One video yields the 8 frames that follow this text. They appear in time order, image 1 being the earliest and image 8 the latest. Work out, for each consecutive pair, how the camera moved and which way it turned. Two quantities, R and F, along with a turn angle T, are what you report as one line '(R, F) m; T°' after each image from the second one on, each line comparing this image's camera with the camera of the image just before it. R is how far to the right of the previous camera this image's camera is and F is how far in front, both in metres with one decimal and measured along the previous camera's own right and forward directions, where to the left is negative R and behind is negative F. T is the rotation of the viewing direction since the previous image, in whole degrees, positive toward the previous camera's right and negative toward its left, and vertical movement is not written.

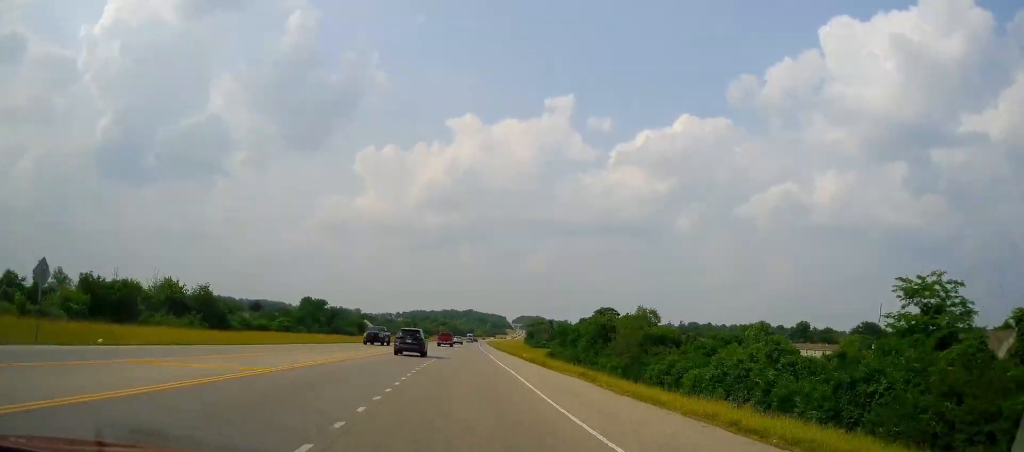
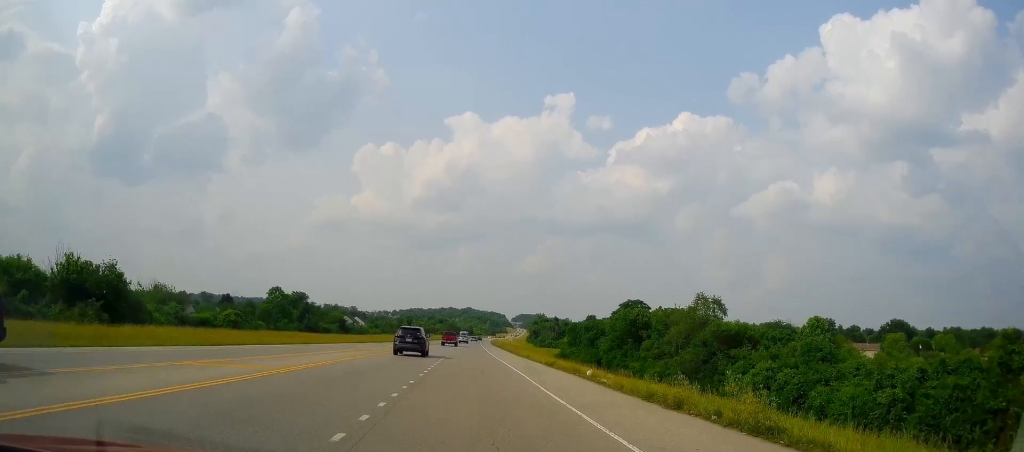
(+0.3, +29.1) m; 0°
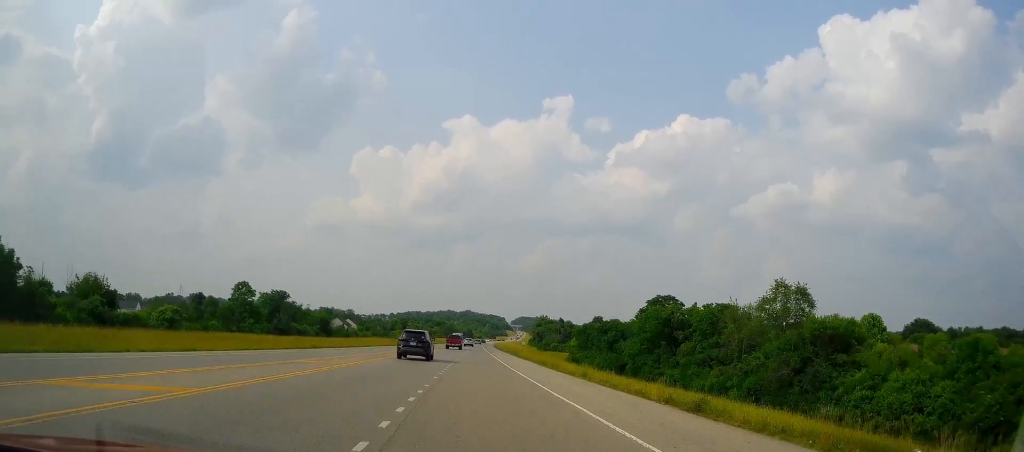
(-0.1, +22.7) m; 0°
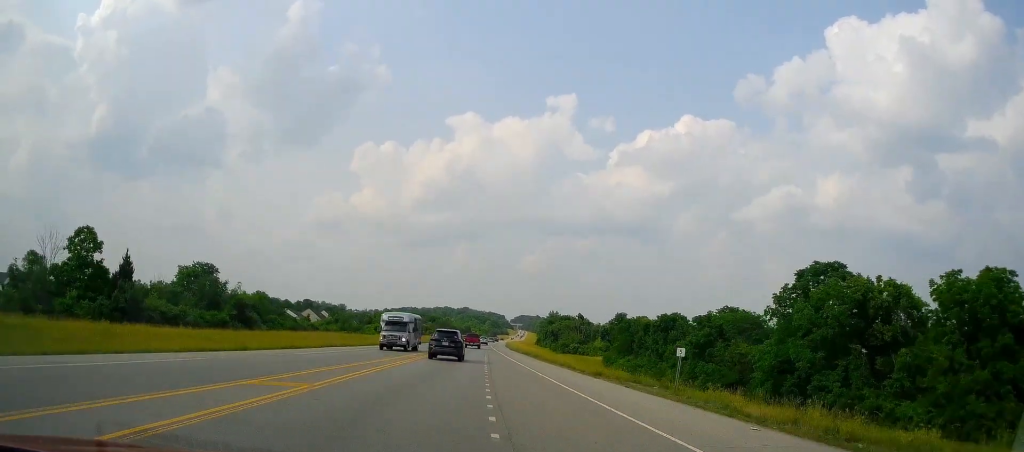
(-0.5, +58.3) m; 0°
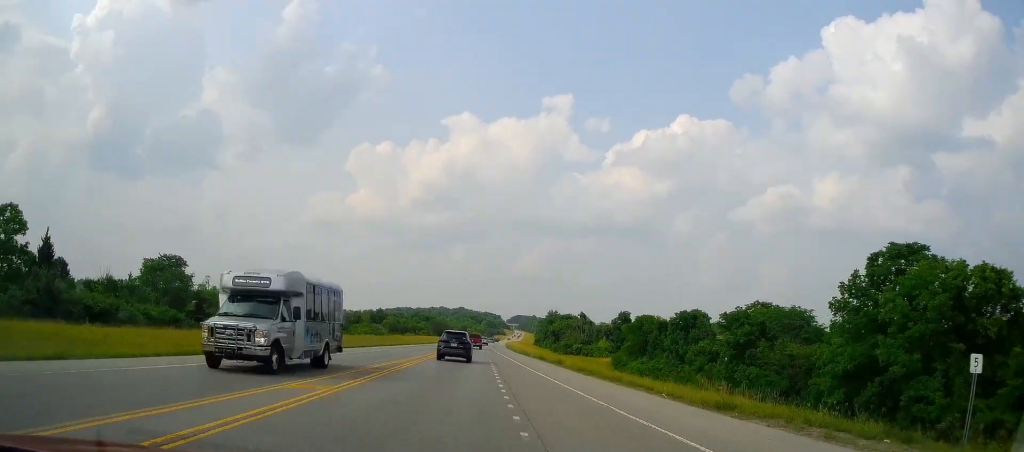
(-0.1, +14.9) m; +1°
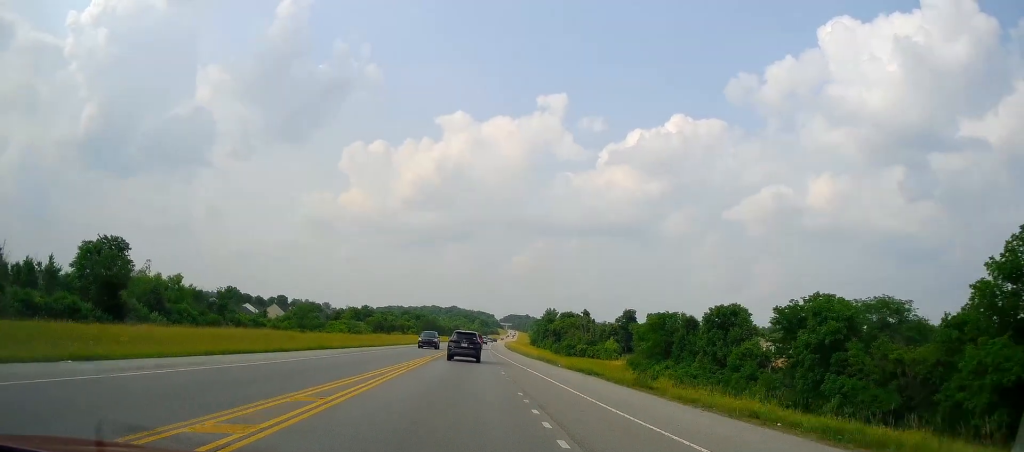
(+0.4, +21.4) m; +1°
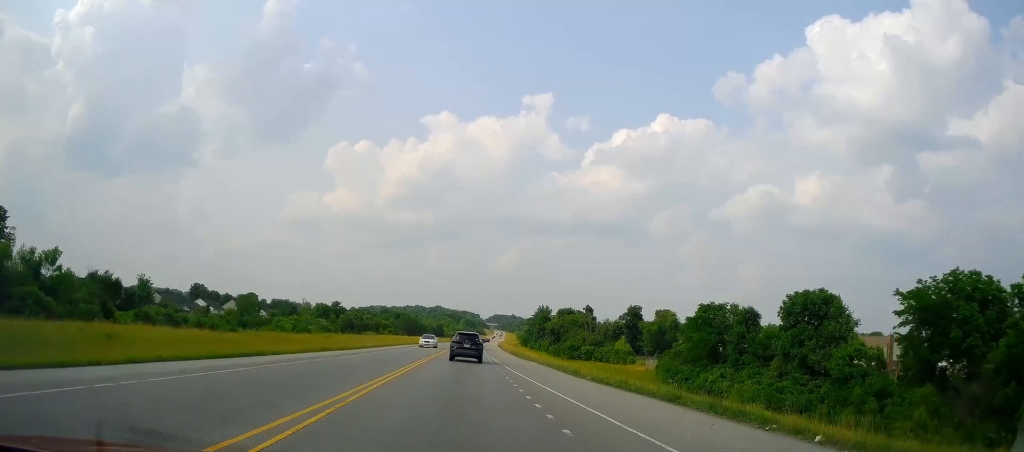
(+0.4, +31.9) m; 0°
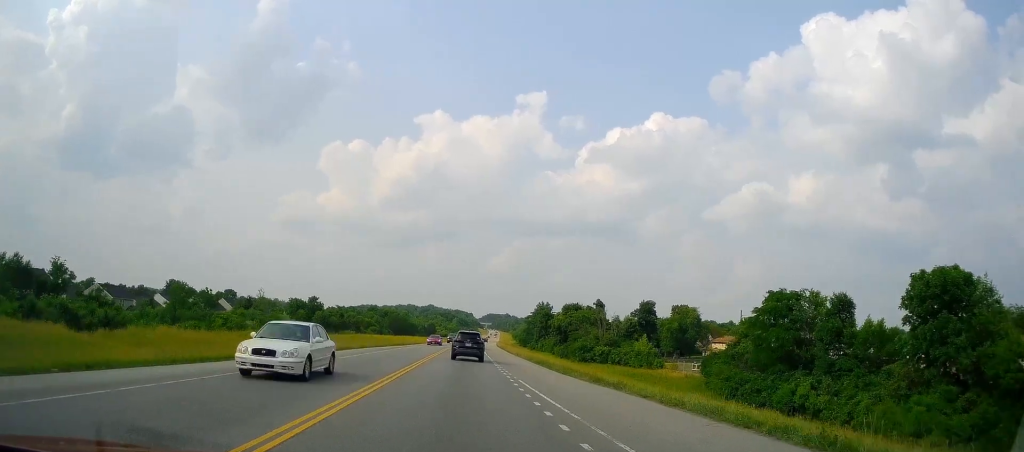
(-0.6, +26.5) m; +1°
